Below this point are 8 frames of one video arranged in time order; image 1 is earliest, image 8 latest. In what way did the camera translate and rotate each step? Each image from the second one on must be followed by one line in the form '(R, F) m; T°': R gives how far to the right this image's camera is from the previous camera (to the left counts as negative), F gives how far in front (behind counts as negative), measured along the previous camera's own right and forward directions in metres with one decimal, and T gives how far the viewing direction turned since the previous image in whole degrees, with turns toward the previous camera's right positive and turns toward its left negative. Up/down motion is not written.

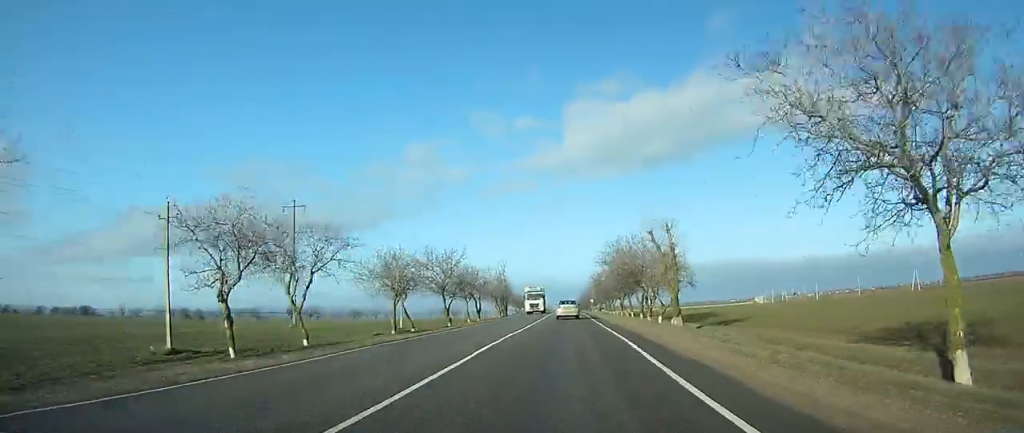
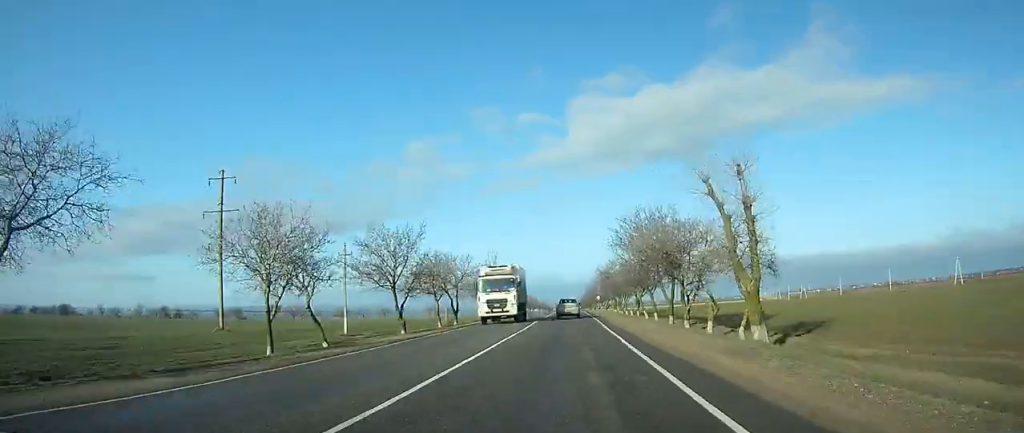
(-0.1, +20.9) m; 0°
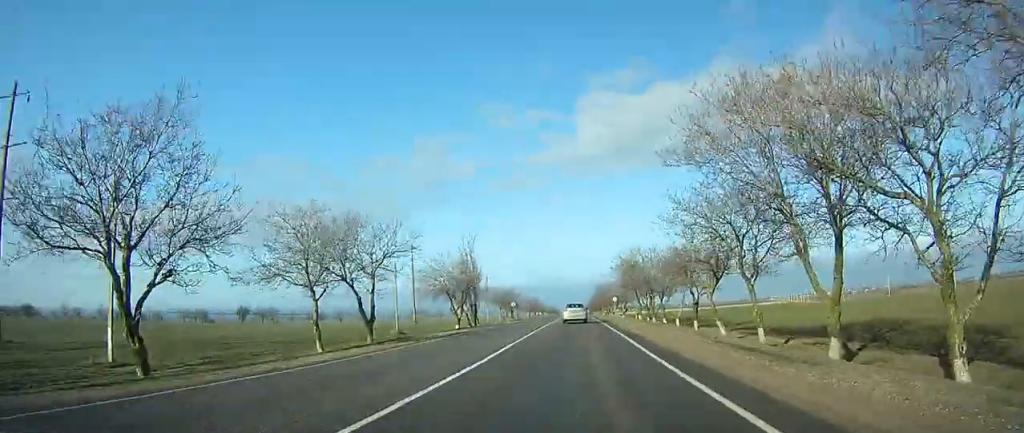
(-0.1, +33.7) m; 0°
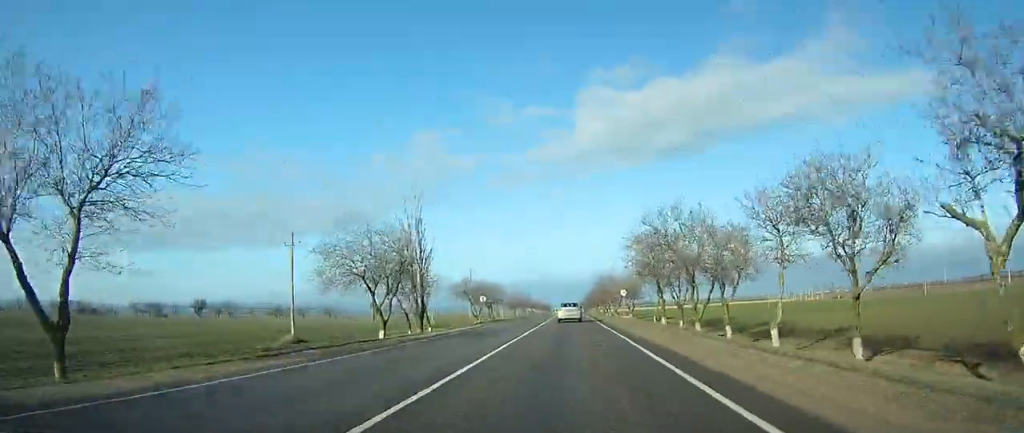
(+0.1, +27.0) m; 0°
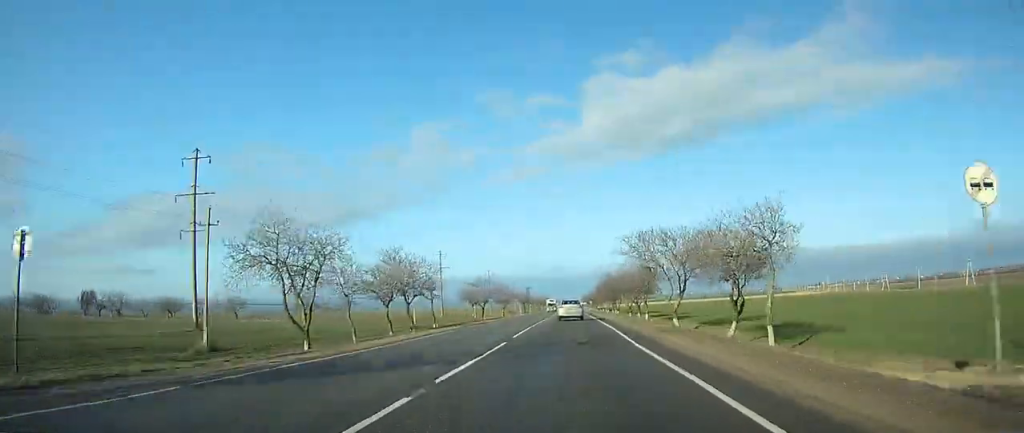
(-0.1, +61.6) m; 0°
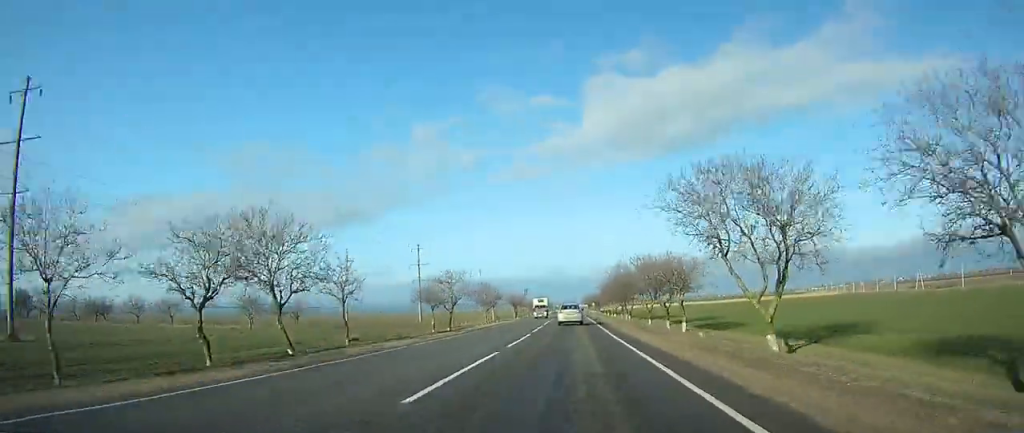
(0.0, +25.0) m; 0°
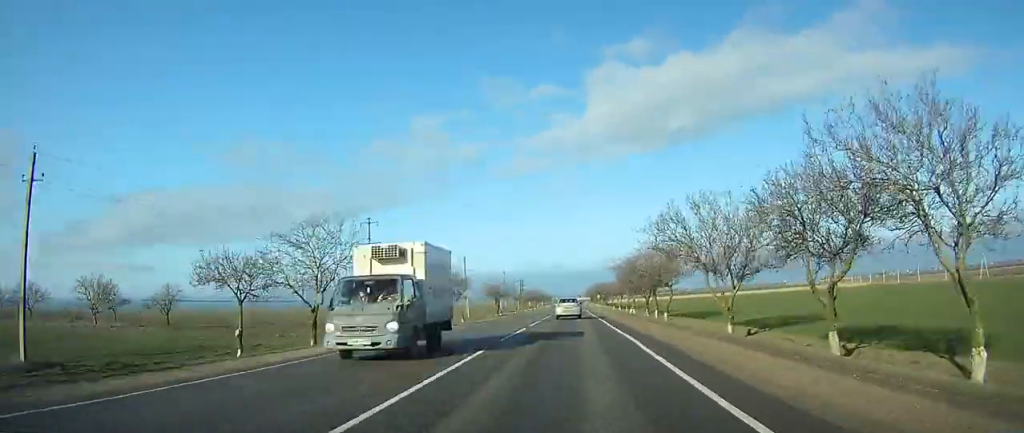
(0.0, +37.4) m; 0°
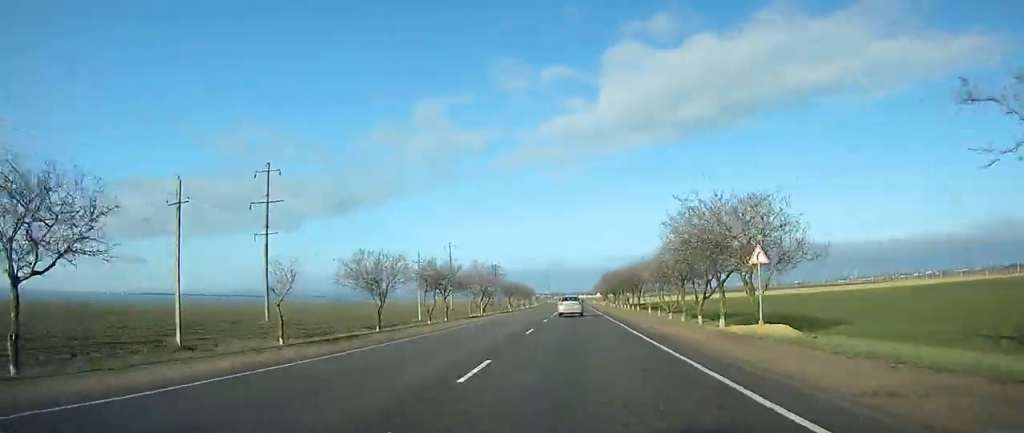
(-0.4, +140.3) m; 0°
